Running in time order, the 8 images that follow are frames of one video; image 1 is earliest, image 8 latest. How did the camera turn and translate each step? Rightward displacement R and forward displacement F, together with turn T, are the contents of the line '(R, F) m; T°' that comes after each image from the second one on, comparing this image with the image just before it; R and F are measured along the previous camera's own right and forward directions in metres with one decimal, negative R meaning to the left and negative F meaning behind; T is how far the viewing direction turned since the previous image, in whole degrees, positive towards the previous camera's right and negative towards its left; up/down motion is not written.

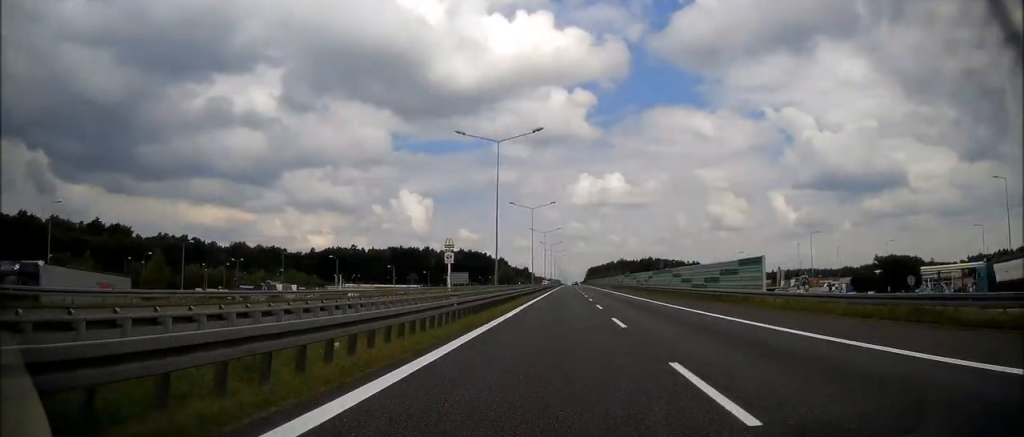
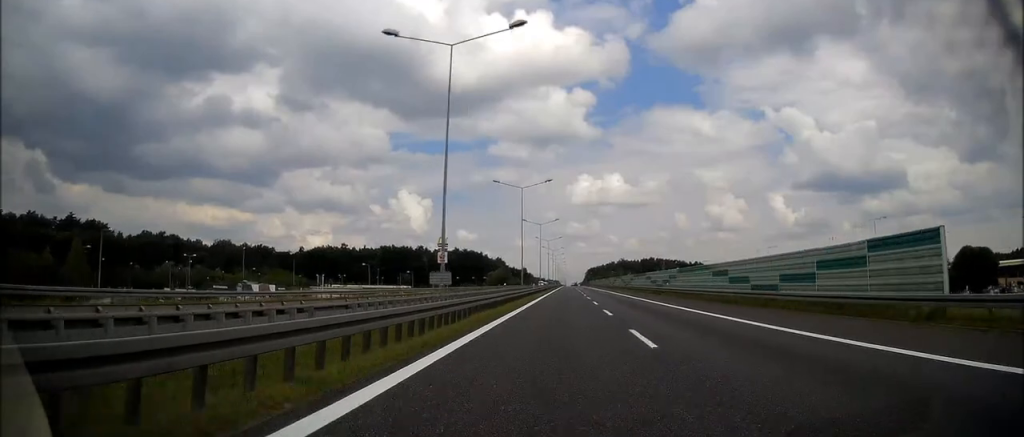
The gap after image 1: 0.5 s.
(0.0, +17.4) m; 0°
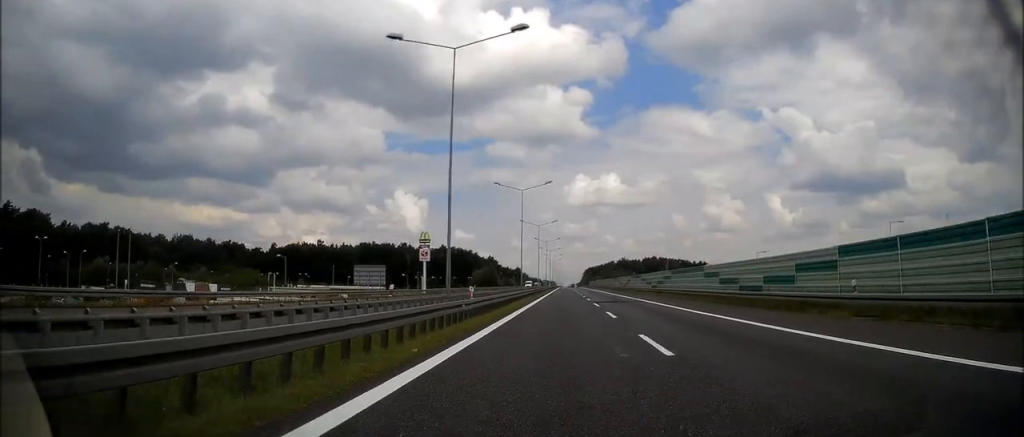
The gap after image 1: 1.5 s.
(0.0, +37.4) m; 0°
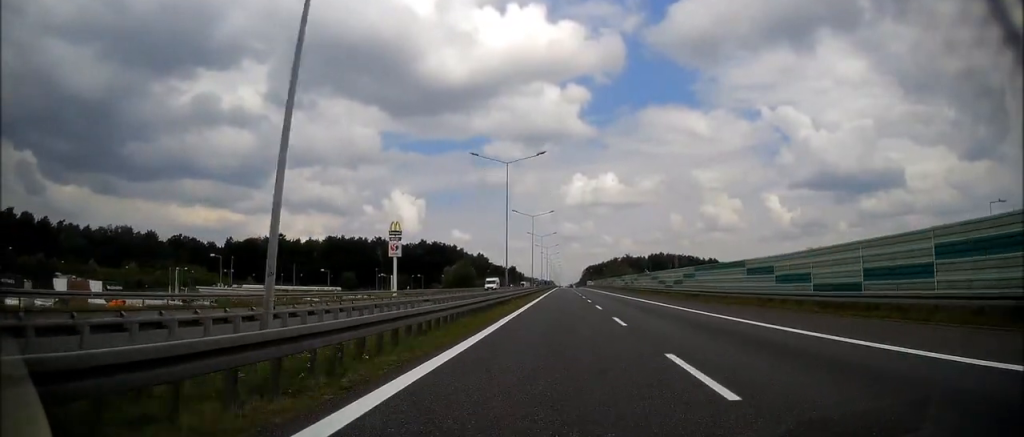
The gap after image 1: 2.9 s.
(+0.1, +52.3) m; 0°
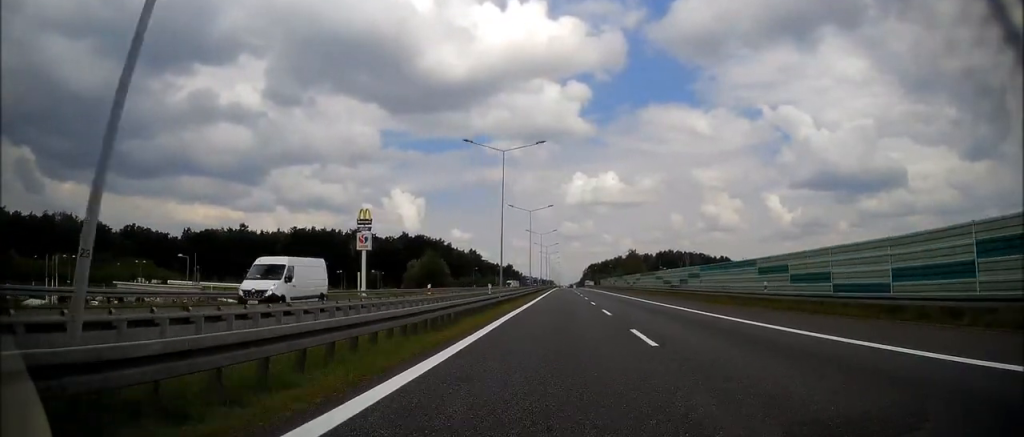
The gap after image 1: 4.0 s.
(+0.1, +42.4) m; 0°
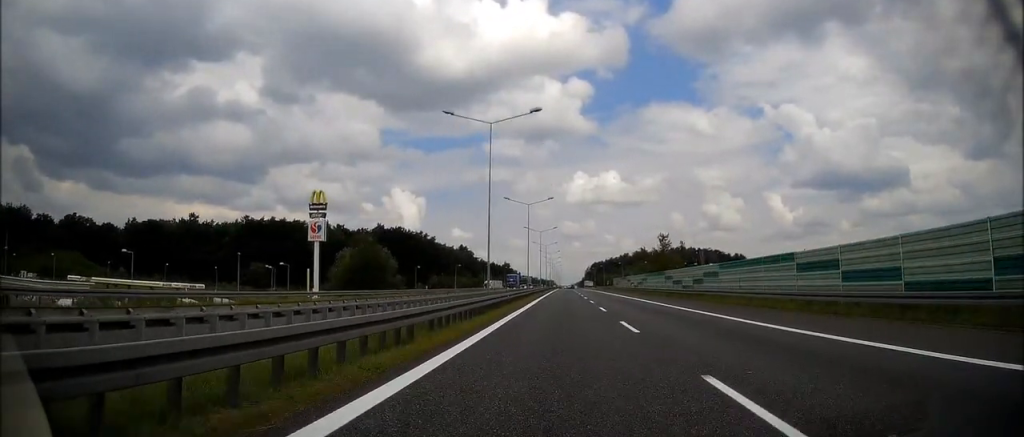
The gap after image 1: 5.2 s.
(-0.1, +44.8) m; 0°
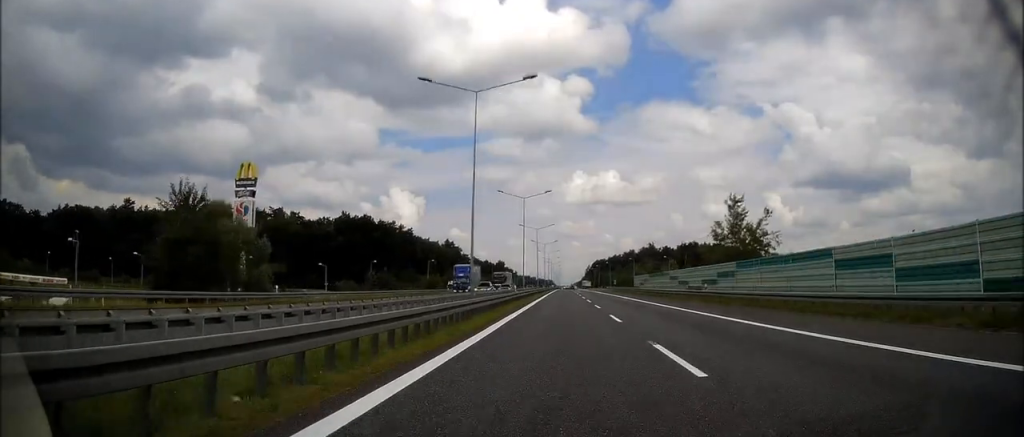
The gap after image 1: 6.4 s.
(0.0, +43.5) m; 0°
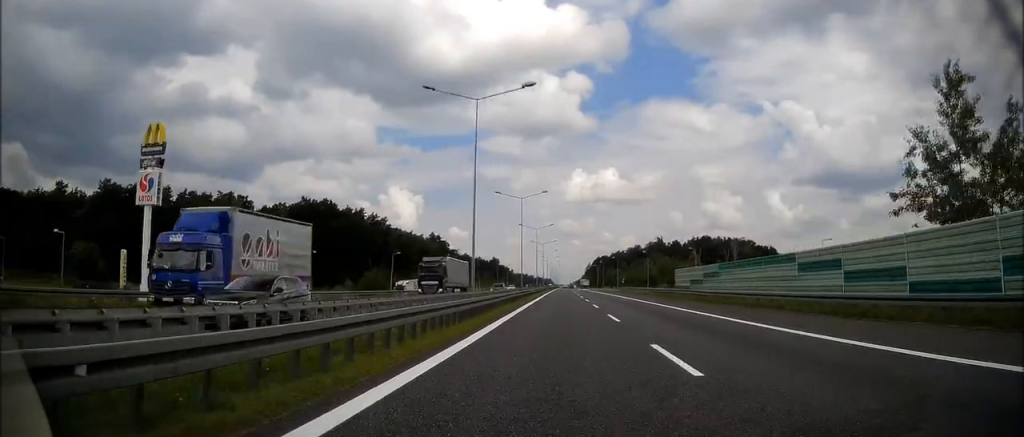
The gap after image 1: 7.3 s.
(+0.1, +36.0) m; 0°
